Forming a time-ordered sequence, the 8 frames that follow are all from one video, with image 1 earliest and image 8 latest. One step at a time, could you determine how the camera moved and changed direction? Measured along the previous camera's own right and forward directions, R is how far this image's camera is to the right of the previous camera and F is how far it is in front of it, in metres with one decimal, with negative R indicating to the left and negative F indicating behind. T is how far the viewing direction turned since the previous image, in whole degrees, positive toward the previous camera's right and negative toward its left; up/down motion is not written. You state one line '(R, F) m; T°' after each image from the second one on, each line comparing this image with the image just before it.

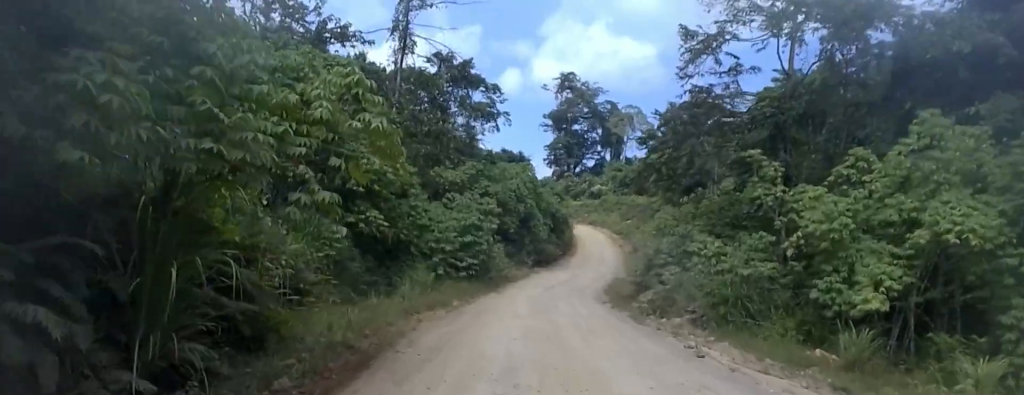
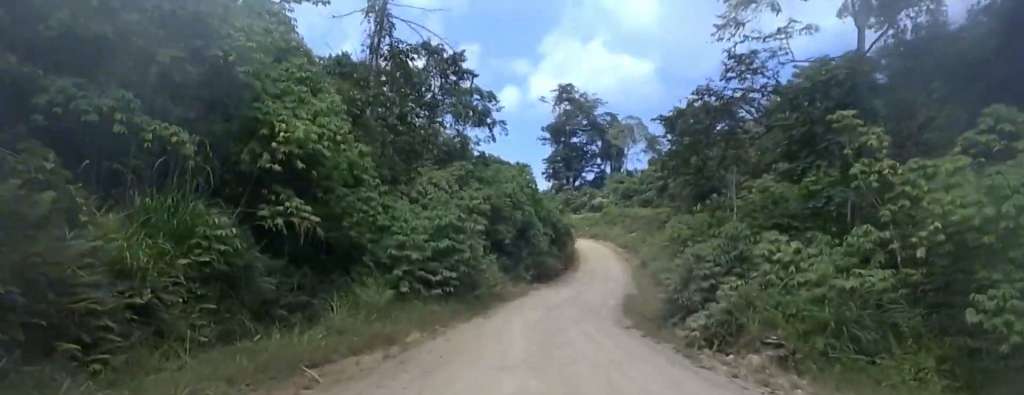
(0.0, +6.7) m; -4°
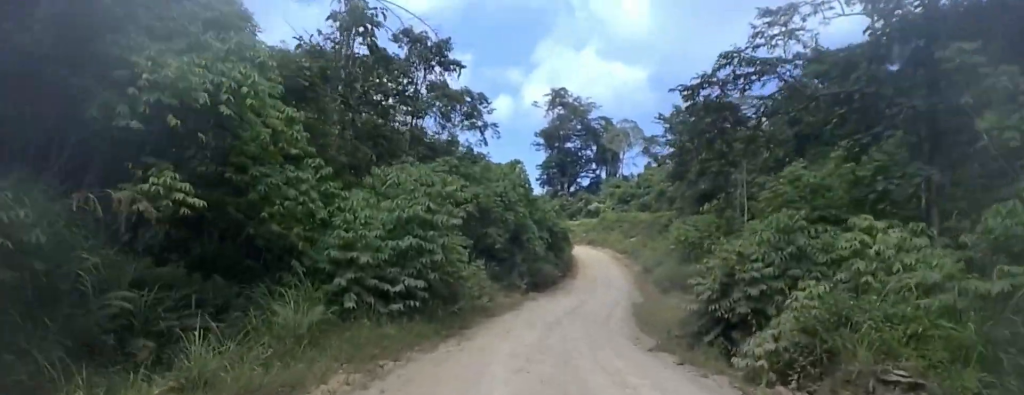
(-0.3, +4.5) m; -3°
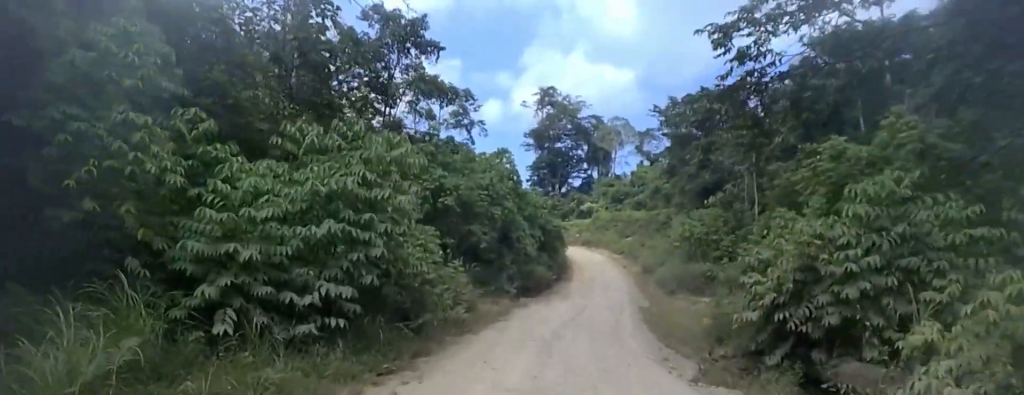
(-0.1, +4.7) m; +1°
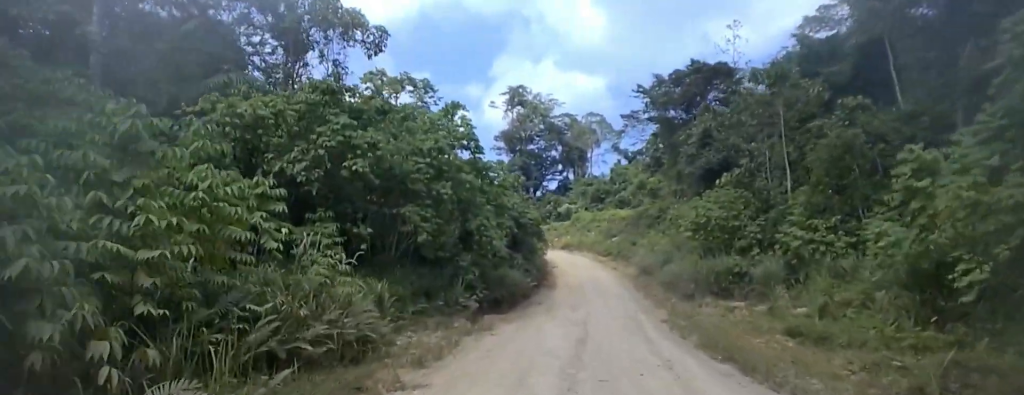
(+0.8, +11.1) m; +8°
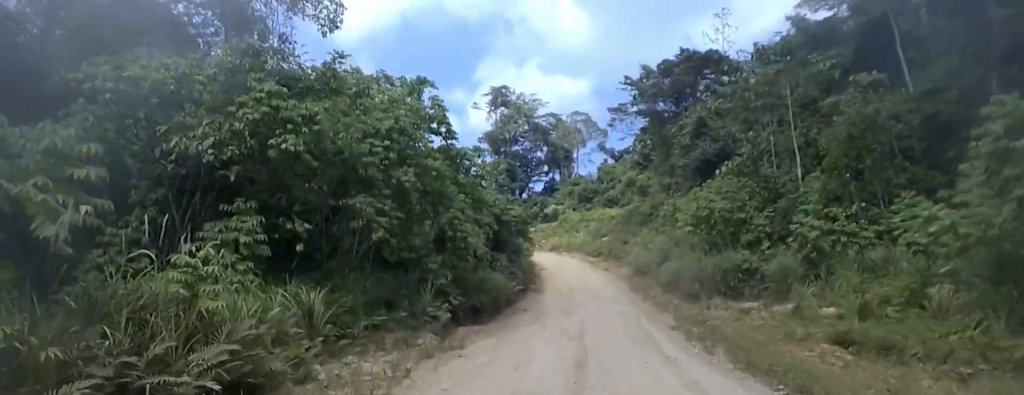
(+0.1, +4.0) m; +1°
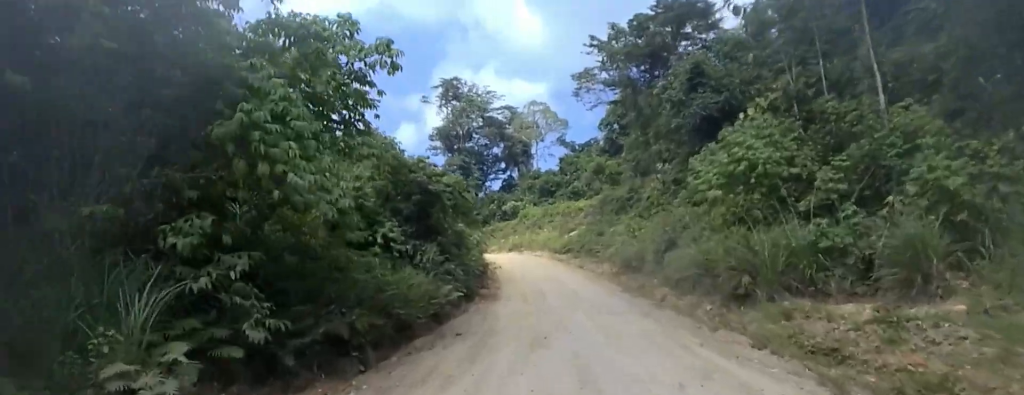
(0.0, +12.9) m; -1°
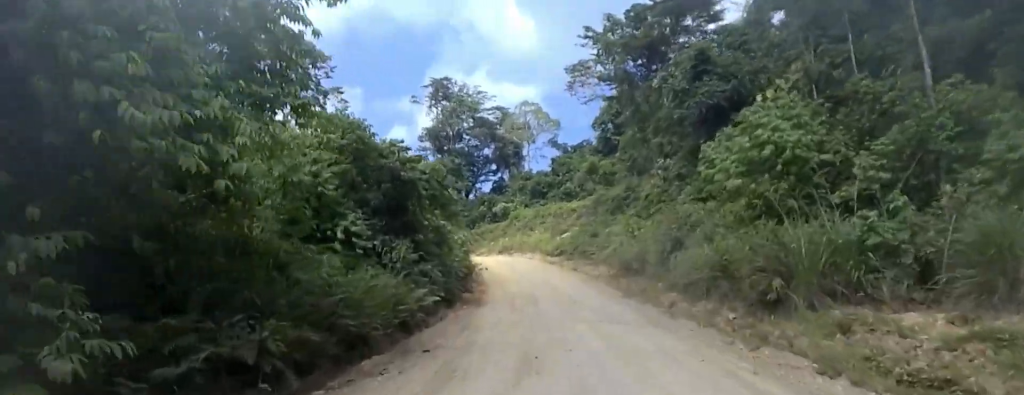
(-0.1, +3.2) m; -1°
